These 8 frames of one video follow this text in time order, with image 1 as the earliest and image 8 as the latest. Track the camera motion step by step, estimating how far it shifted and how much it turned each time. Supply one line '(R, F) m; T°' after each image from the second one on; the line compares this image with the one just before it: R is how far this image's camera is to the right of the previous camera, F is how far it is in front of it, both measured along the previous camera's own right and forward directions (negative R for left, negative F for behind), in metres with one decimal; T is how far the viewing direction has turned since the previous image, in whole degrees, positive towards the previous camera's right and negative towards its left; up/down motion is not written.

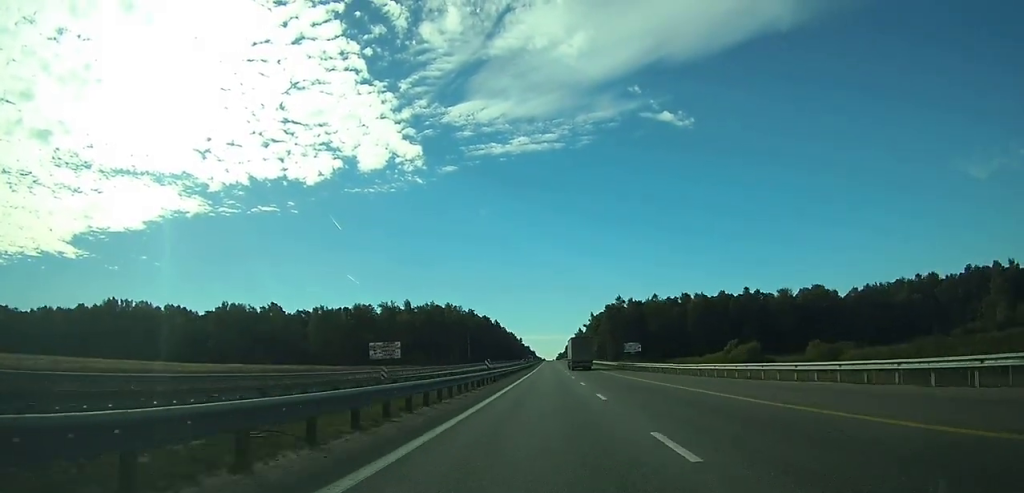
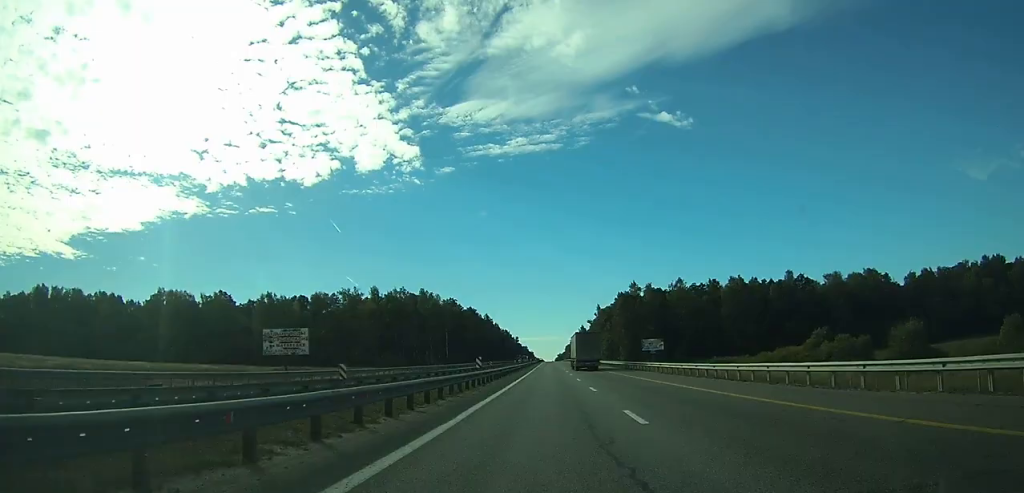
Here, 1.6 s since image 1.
(-0.1, +46.6) m; 0°
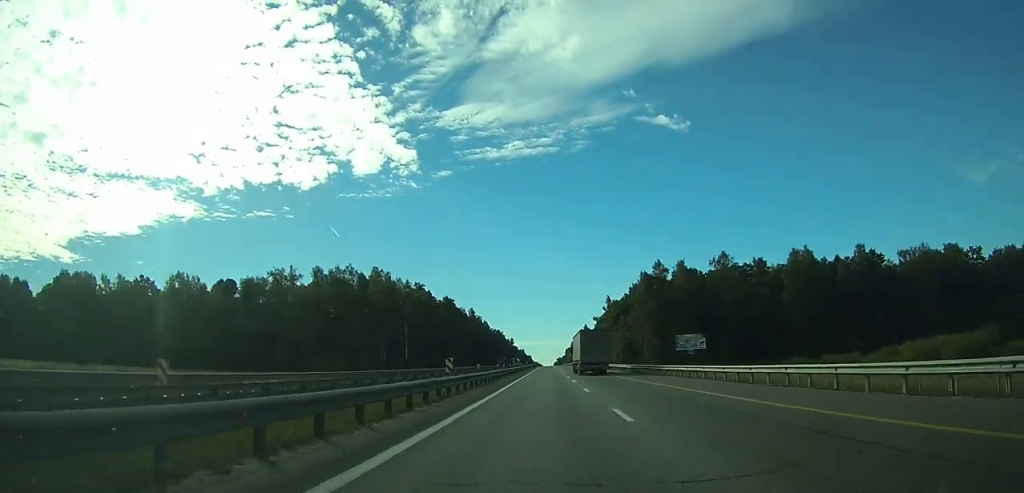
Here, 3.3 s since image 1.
(+0.1, +49.7) m; 0°
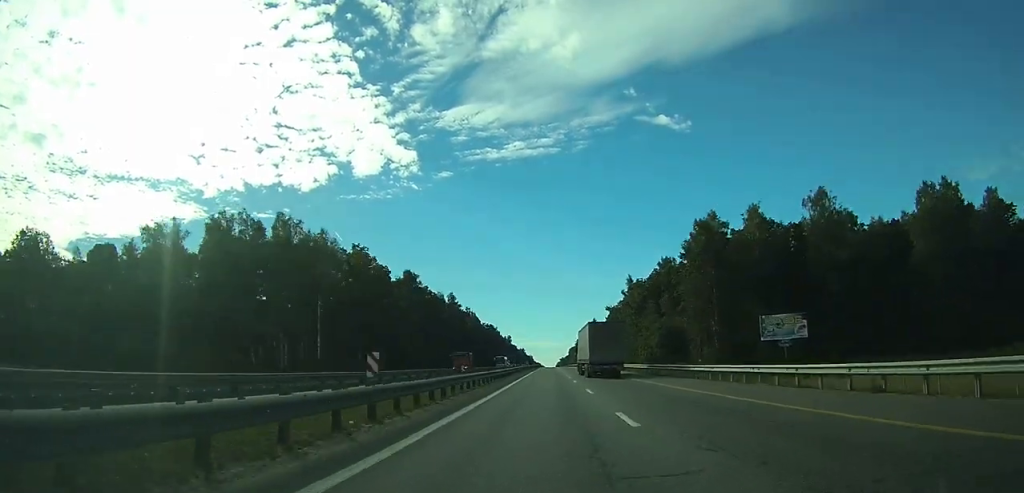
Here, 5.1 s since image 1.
(0.0, +50.7) m; 0°
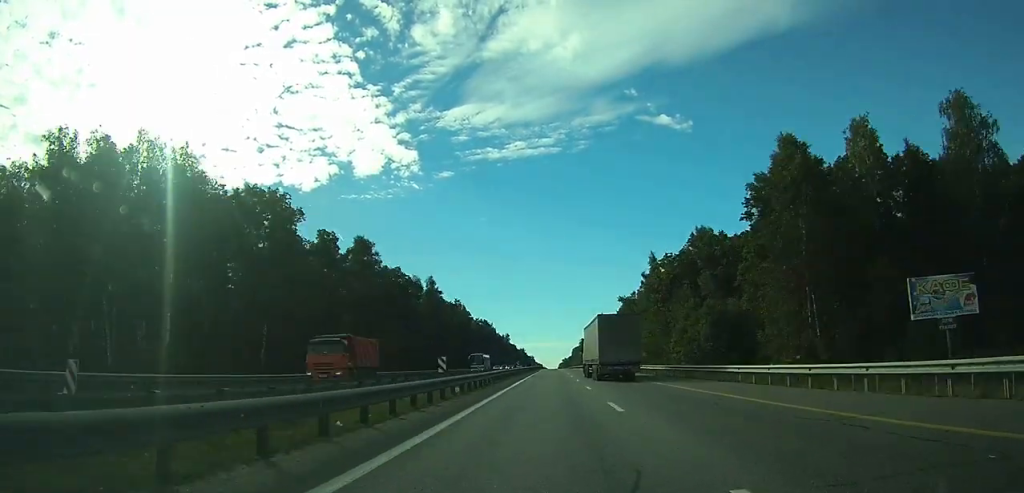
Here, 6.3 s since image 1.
(-0.1, +33.4) m; 0°
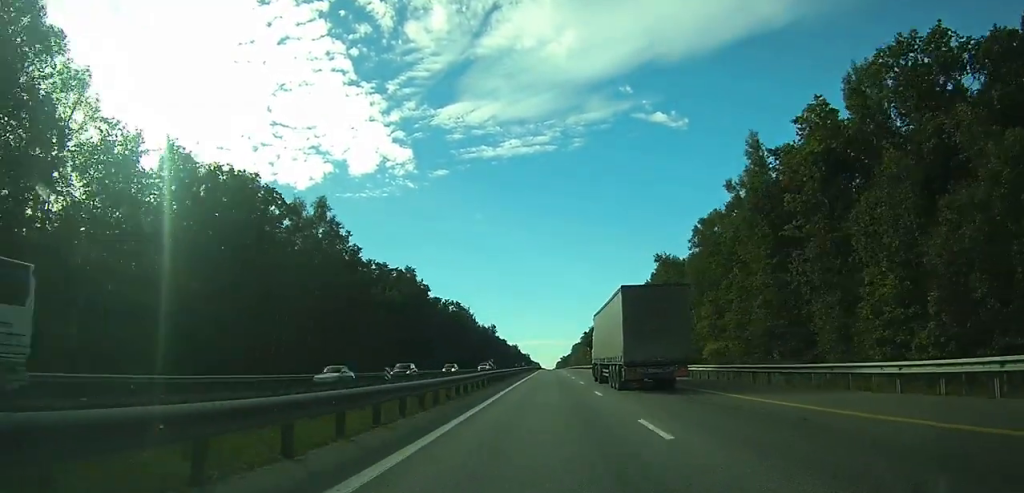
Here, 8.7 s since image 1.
(-0.2, +65.6) m; 0°
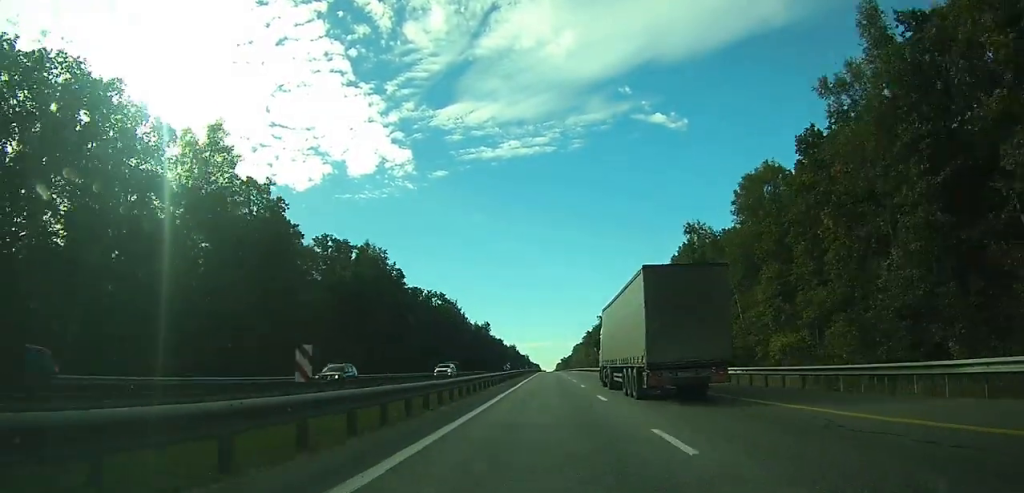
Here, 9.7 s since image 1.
(0.0, +25.3) m; 0°
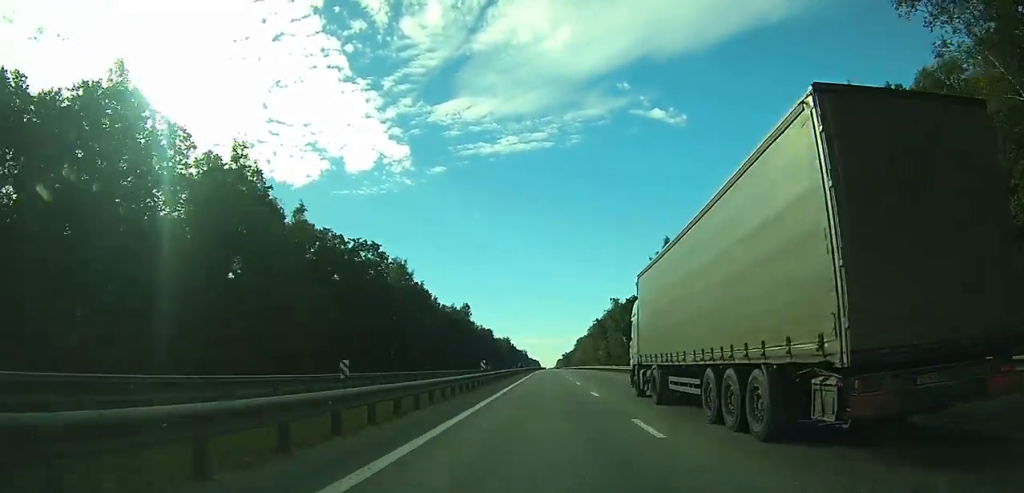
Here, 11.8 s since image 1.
(+0.1, +57.4) m; 0°
